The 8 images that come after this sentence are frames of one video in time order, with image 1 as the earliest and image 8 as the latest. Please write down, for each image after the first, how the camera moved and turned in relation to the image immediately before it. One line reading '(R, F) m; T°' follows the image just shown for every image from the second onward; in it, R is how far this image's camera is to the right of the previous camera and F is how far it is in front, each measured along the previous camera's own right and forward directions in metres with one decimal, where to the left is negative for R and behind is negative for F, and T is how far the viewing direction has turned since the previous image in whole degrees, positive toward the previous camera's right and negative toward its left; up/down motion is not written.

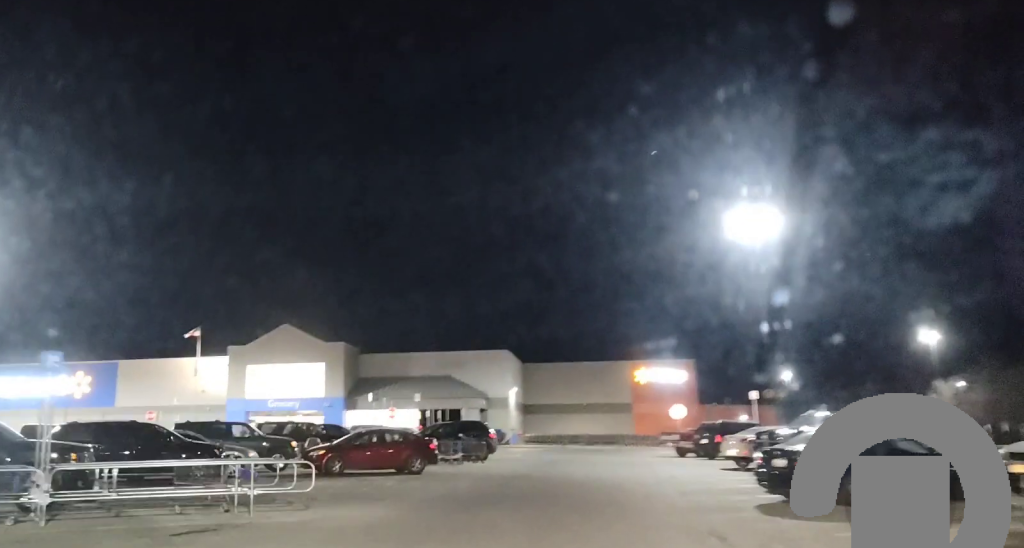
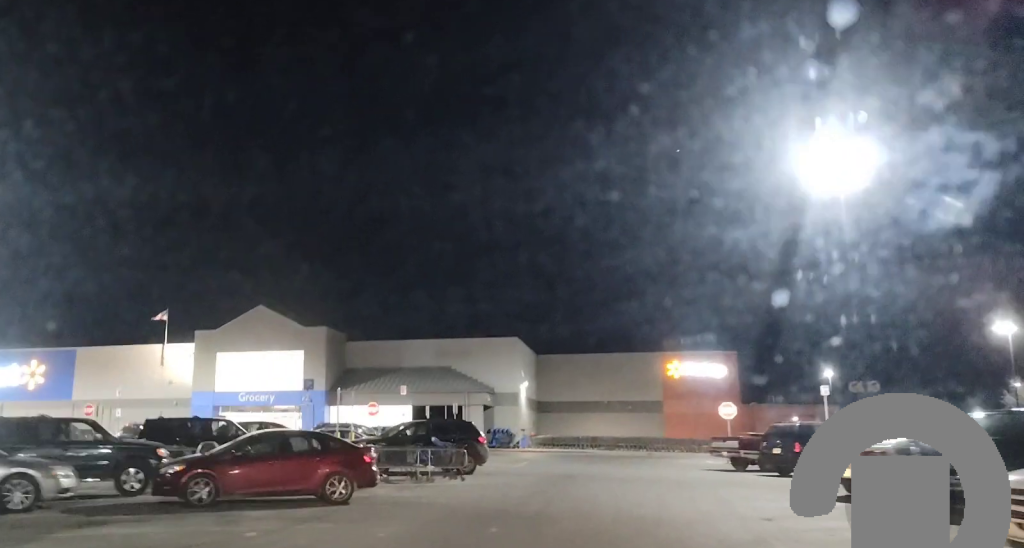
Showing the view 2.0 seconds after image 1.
(+0.5, +11.0) m; +6°
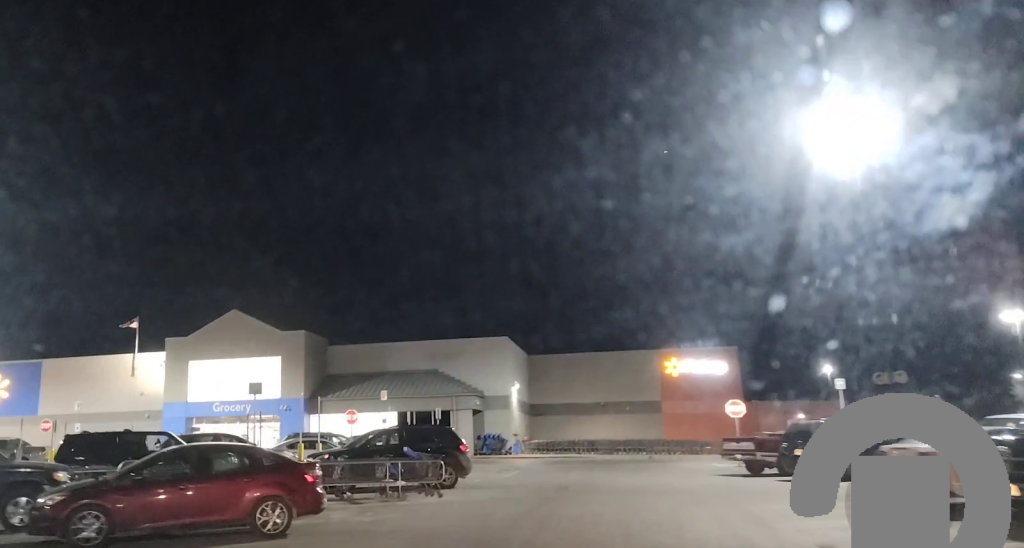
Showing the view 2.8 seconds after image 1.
(0.0, +3.9) m; -1°
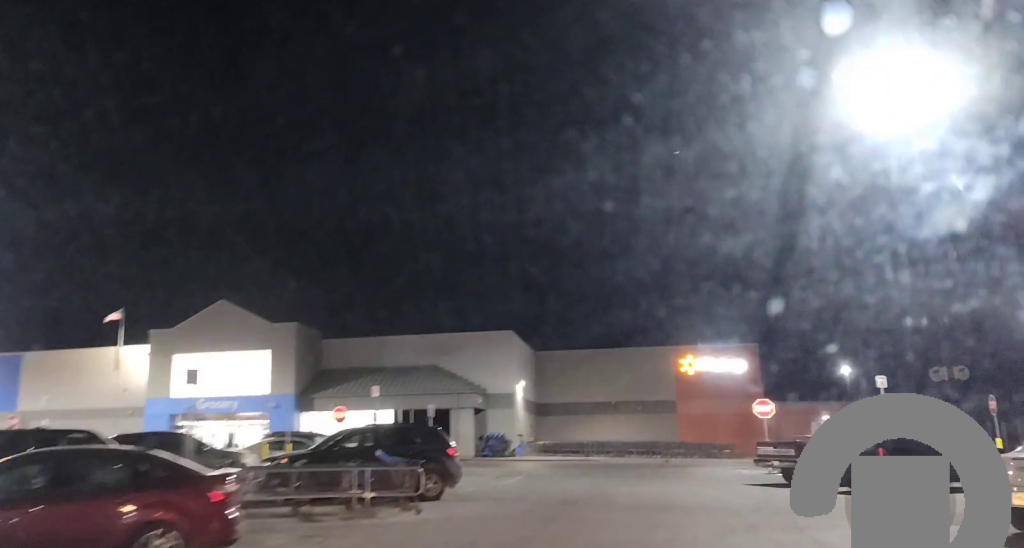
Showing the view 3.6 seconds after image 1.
(-0.1, +3.8) m; -1°
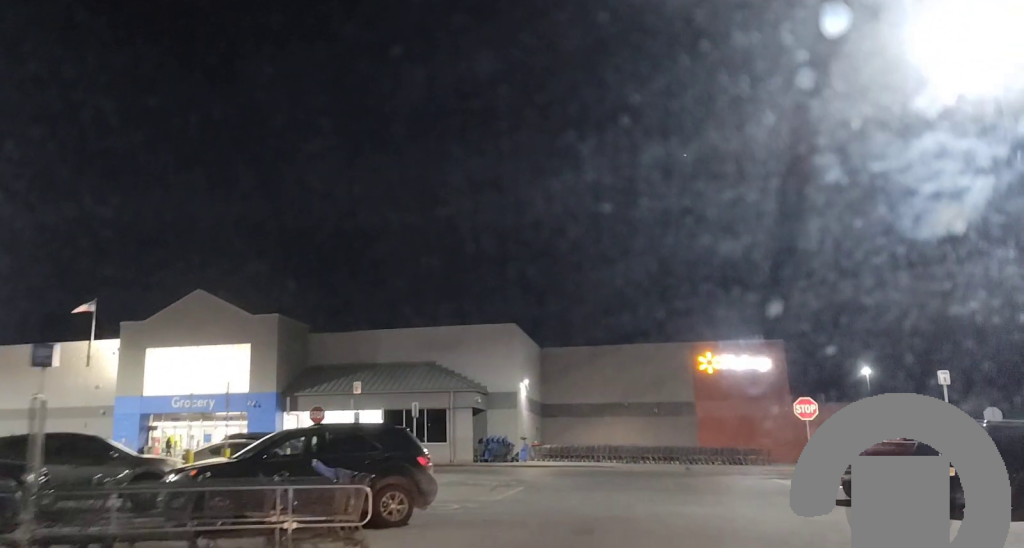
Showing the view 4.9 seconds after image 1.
(0.0, +5.0) m; -5°
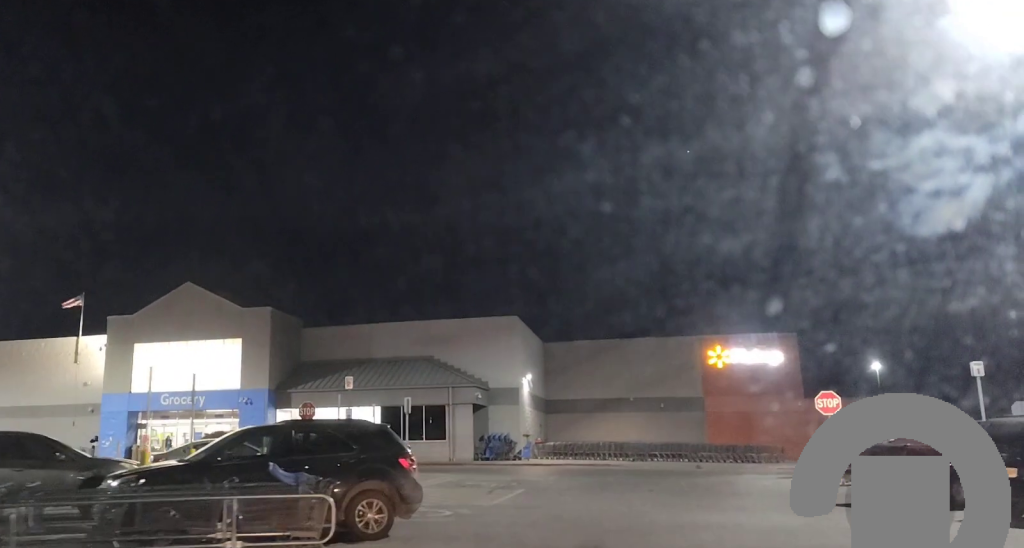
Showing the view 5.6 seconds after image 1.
(-0.2, +2.2) m; -2°
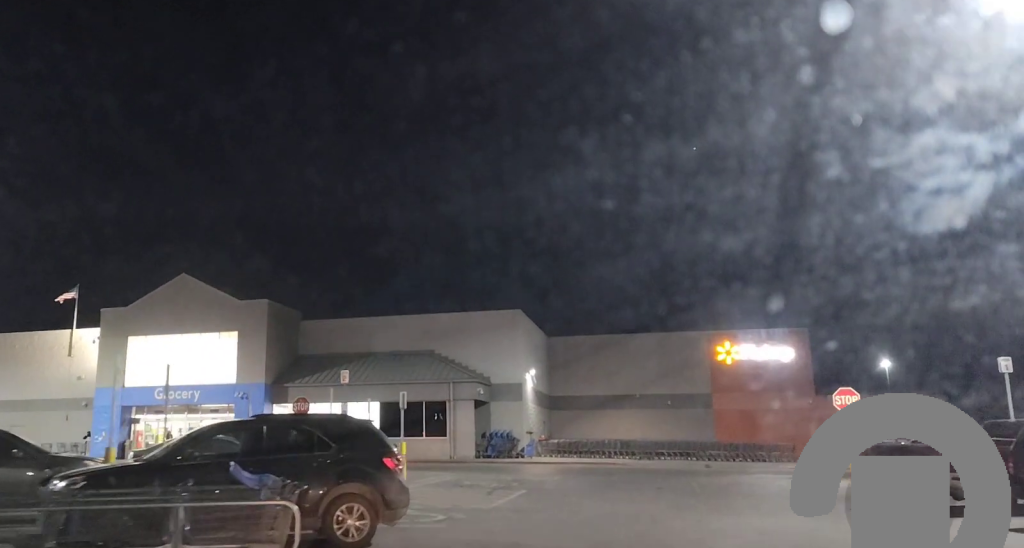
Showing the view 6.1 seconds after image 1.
(-0.2, +1.6) m; -1°
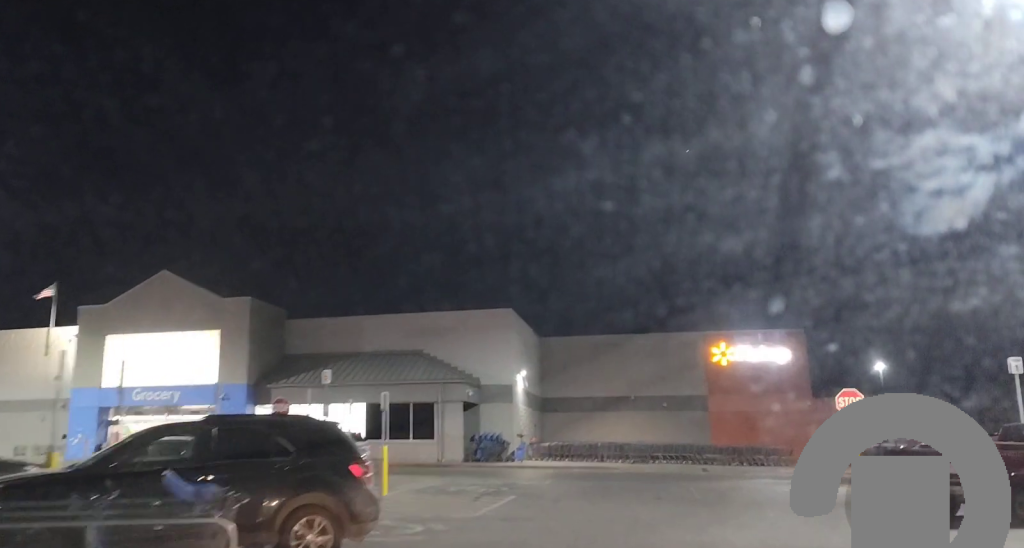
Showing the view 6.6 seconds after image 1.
(+0.2, +1.3) m; +3°
